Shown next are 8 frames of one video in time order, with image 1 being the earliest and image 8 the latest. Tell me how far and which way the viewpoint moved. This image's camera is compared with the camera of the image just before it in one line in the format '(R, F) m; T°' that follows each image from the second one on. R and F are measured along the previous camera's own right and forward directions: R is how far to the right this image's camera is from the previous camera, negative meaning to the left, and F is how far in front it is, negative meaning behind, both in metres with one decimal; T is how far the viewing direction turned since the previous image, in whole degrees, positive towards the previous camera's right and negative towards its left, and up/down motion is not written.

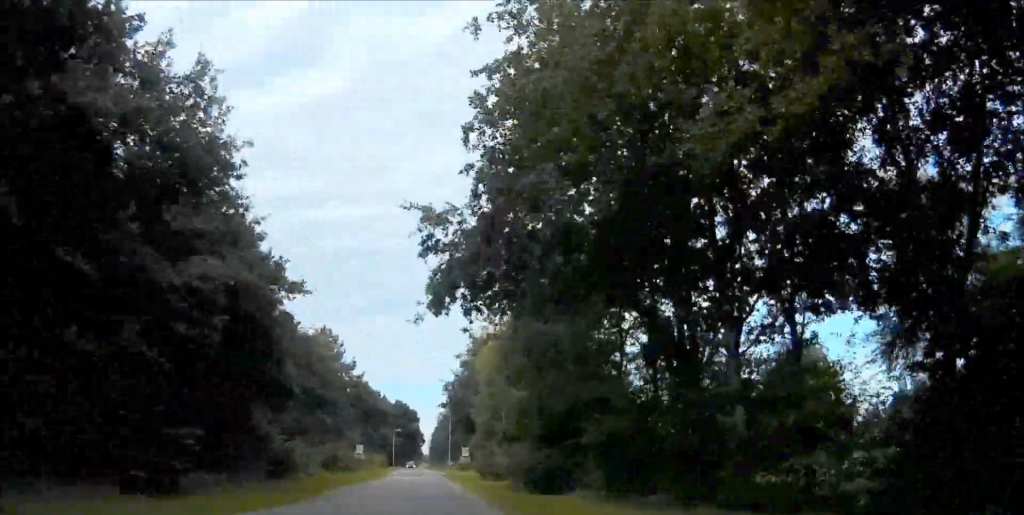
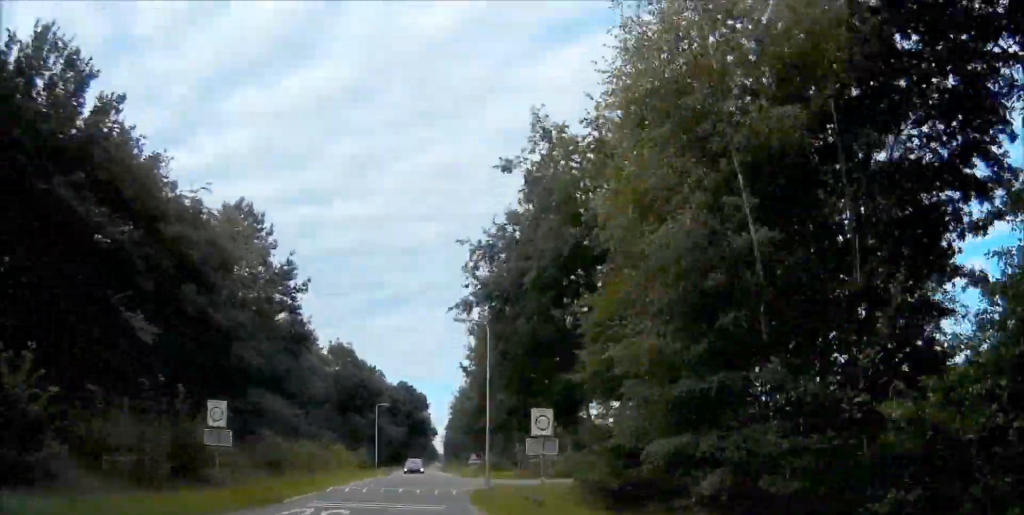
(+0.9, +37.4) m; +1°
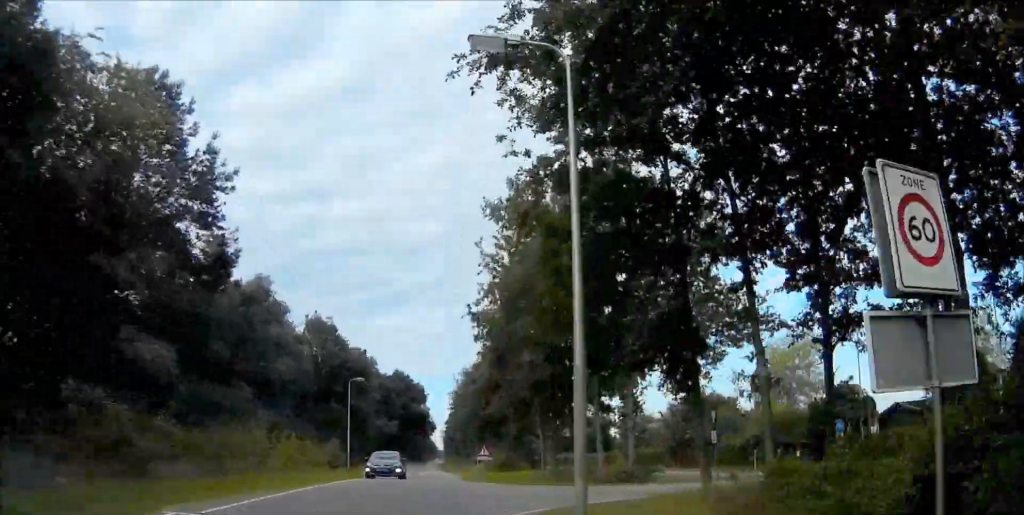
(0.0, +15.8) m; 0°
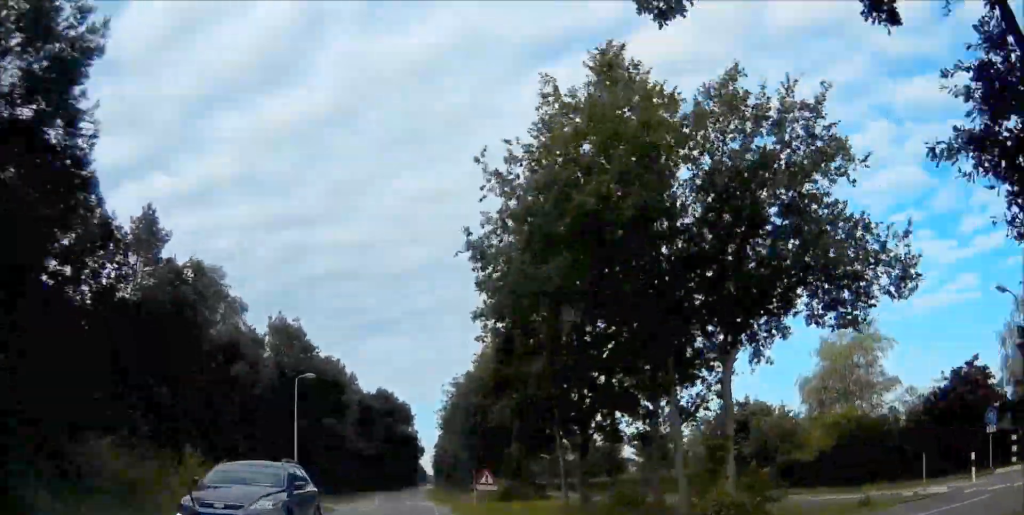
(0.0, +13.9) m; -1°
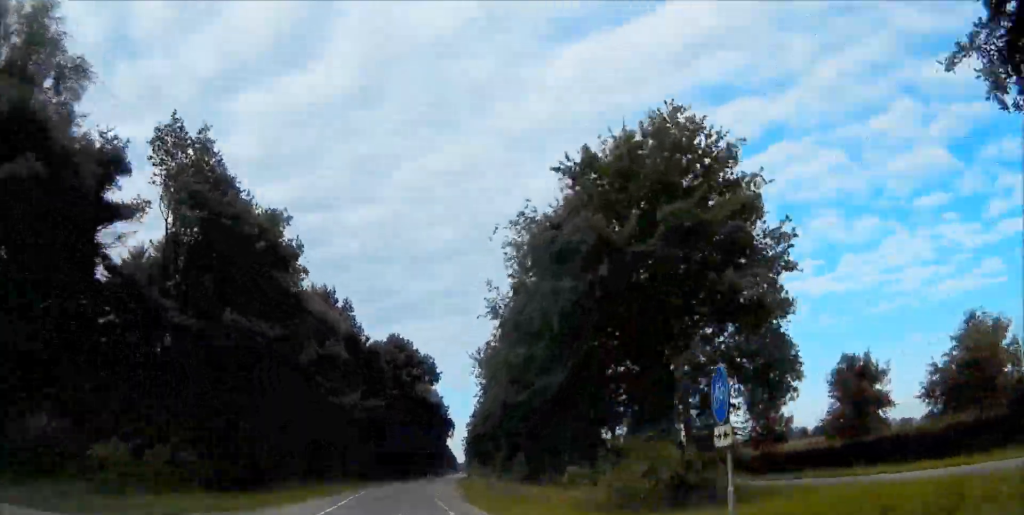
(-0.9, +38.5) m; -3°
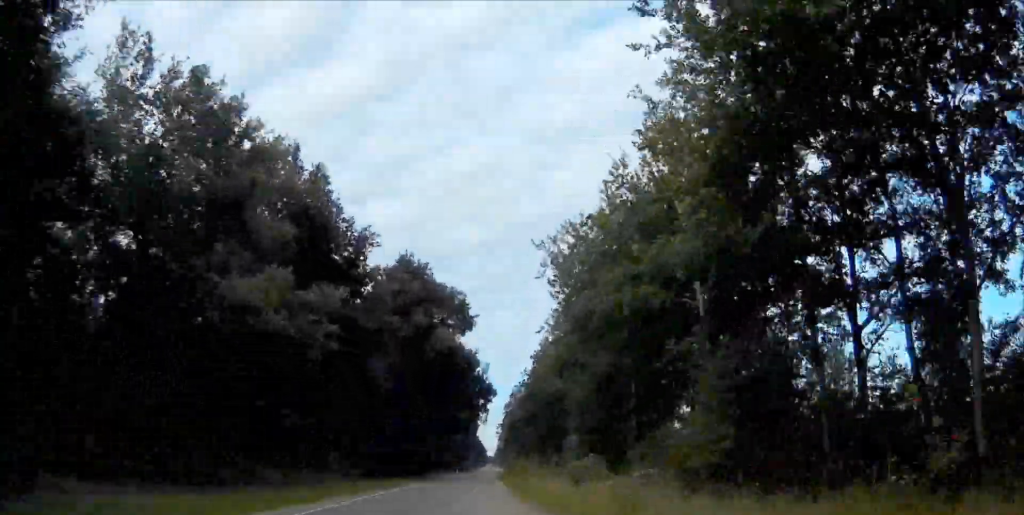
(-0.2, +29.7) m; +1°
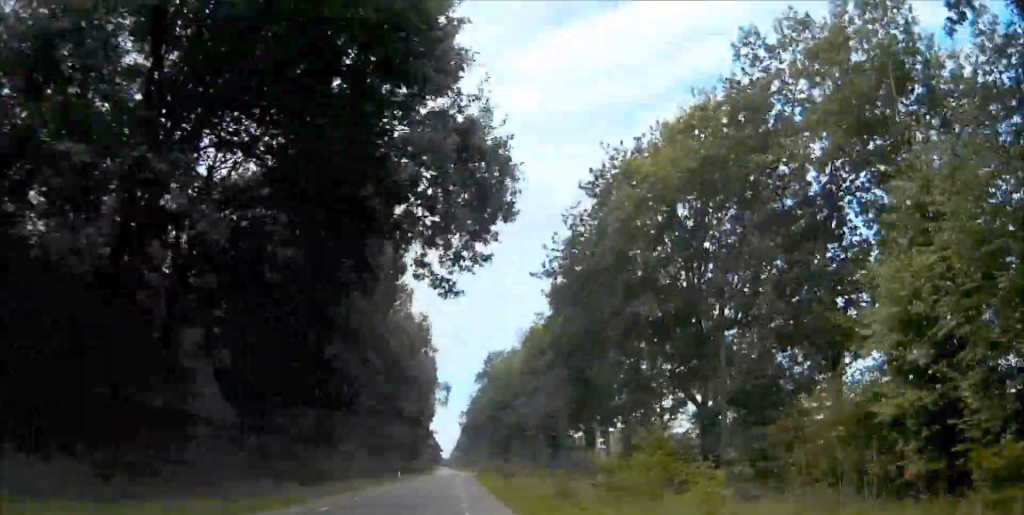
(+1.0, +43.6) m; +2°
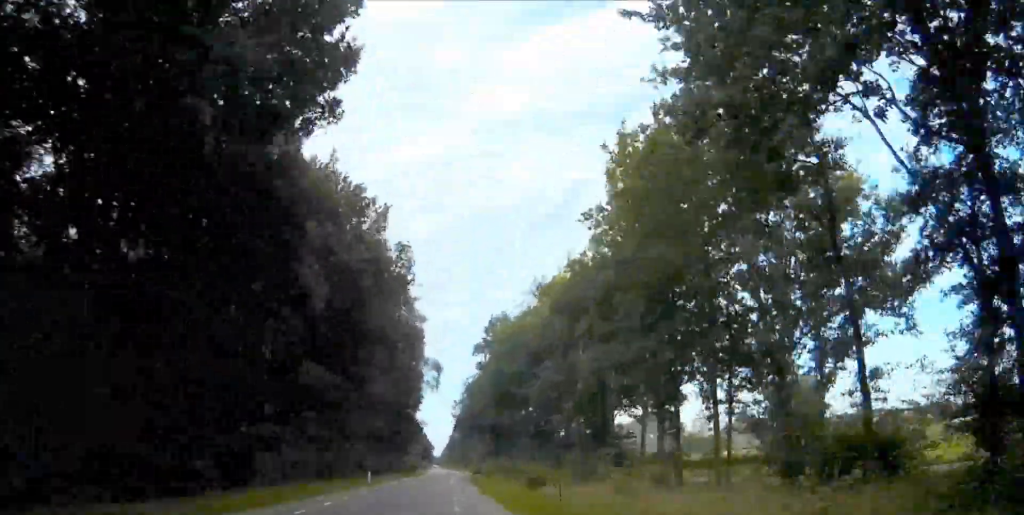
(+0.2, +18.3) m; 0°
